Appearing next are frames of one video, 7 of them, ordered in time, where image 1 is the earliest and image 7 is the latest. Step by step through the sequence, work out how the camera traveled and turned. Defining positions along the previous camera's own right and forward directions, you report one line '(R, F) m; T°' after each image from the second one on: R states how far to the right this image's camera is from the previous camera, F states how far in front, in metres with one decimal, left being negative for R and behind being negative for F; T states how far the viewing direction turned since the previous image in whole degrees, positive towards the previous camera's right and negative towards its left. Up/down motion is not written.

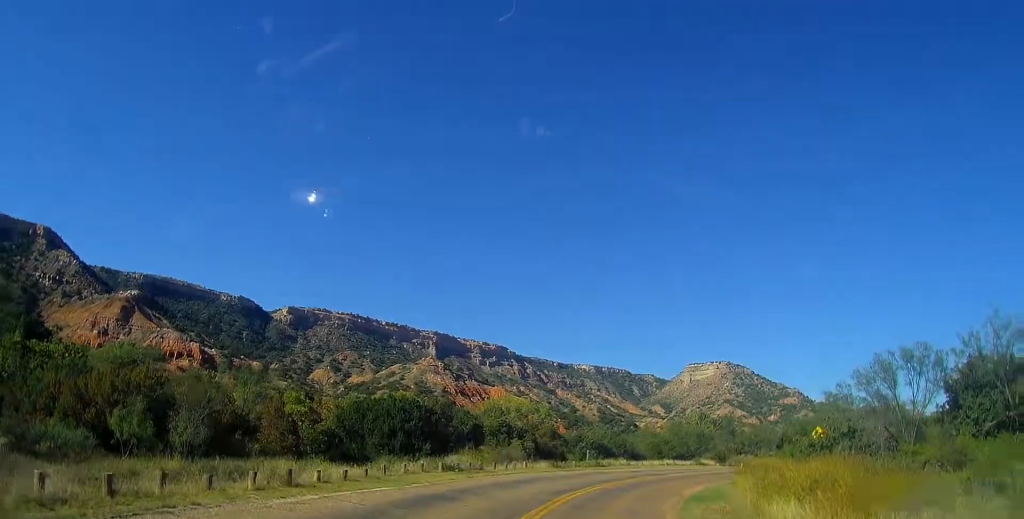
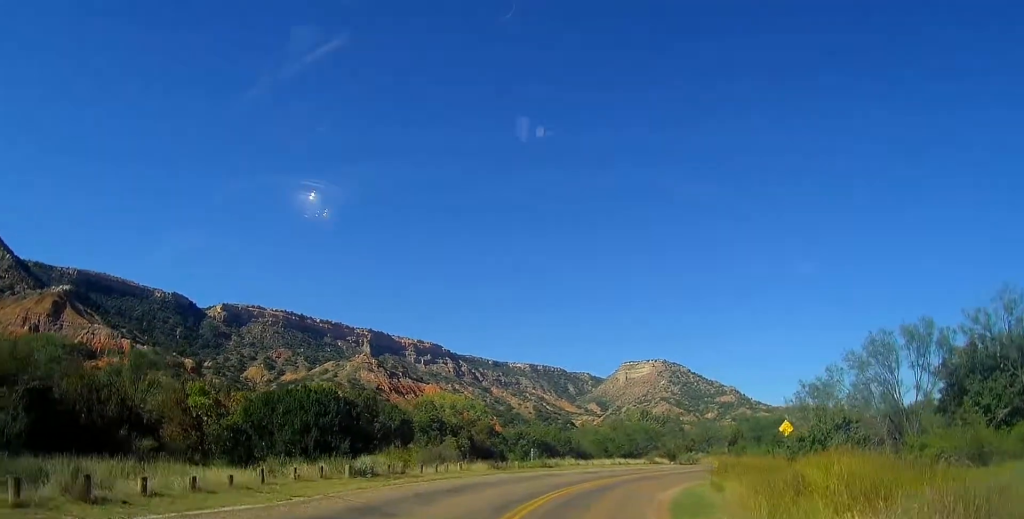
(+0.3, +5.6) m; +5°
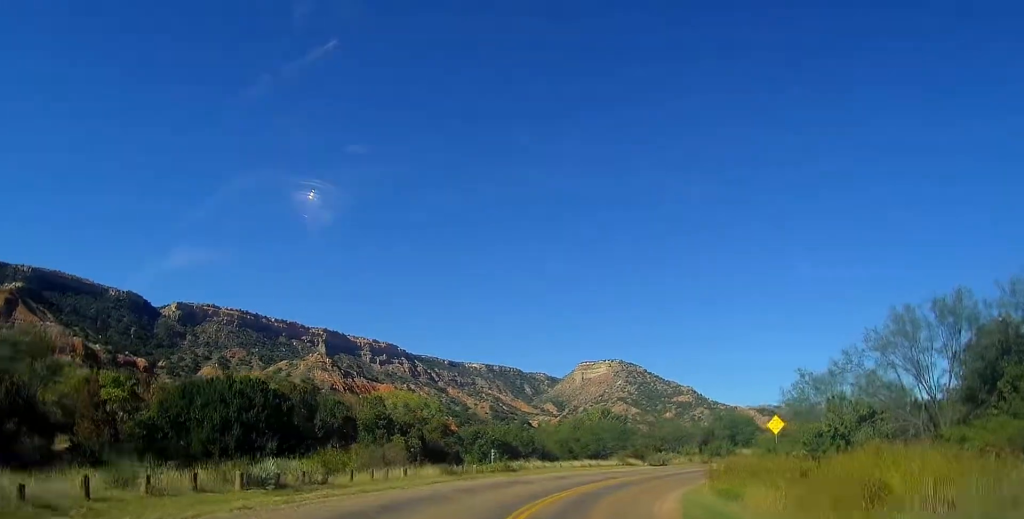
(+0.2, +5.4) m; +4°
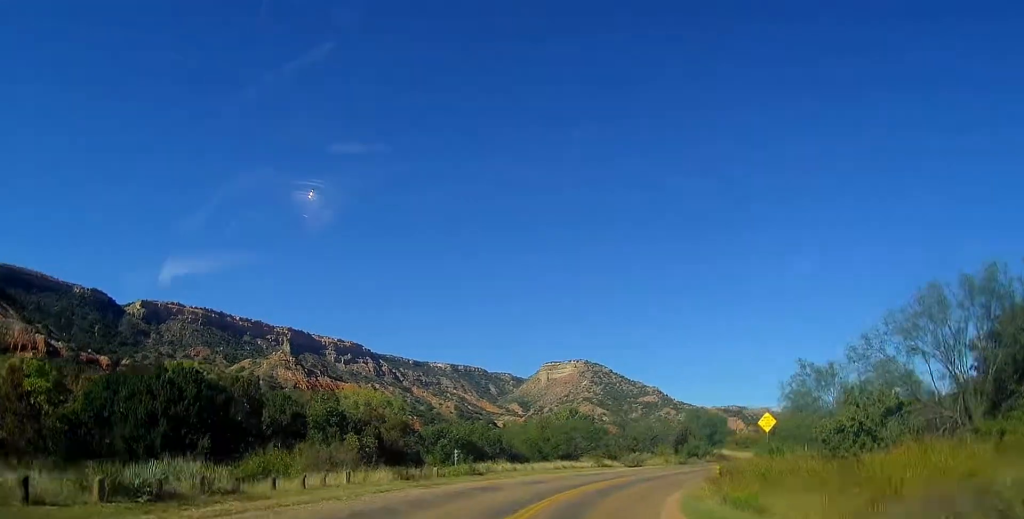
(0.0, +3.7) m; +3°
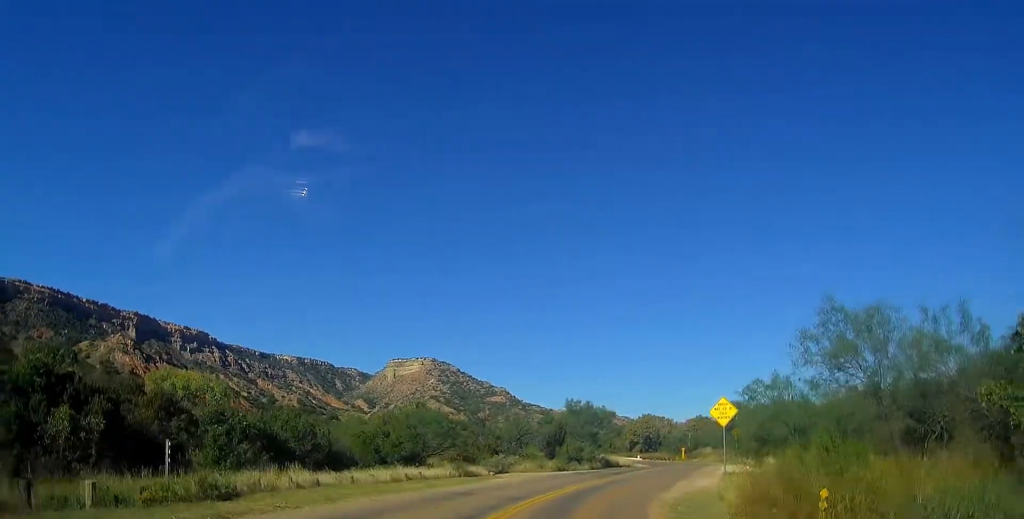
(+1.6, +14.5) m; +13°
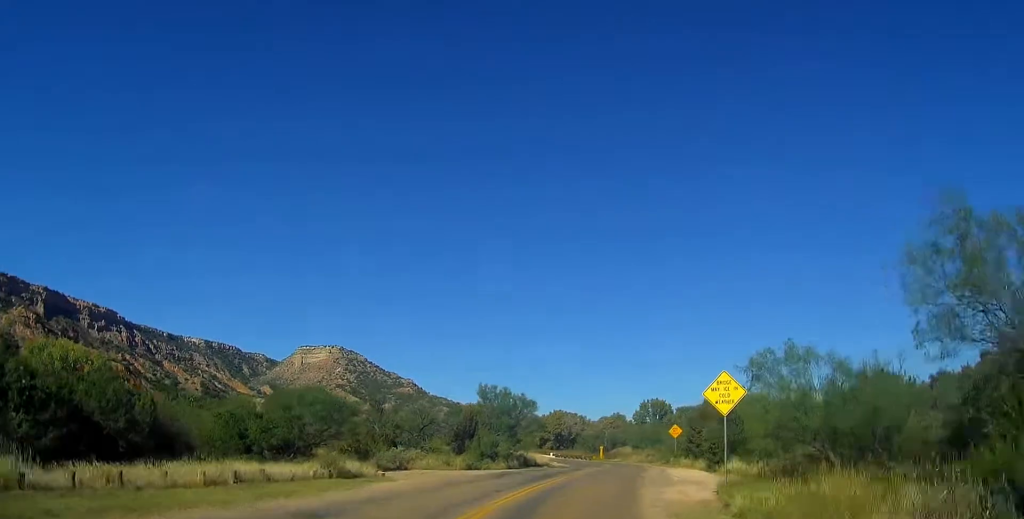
(+0.7, +9.2) m; +7°
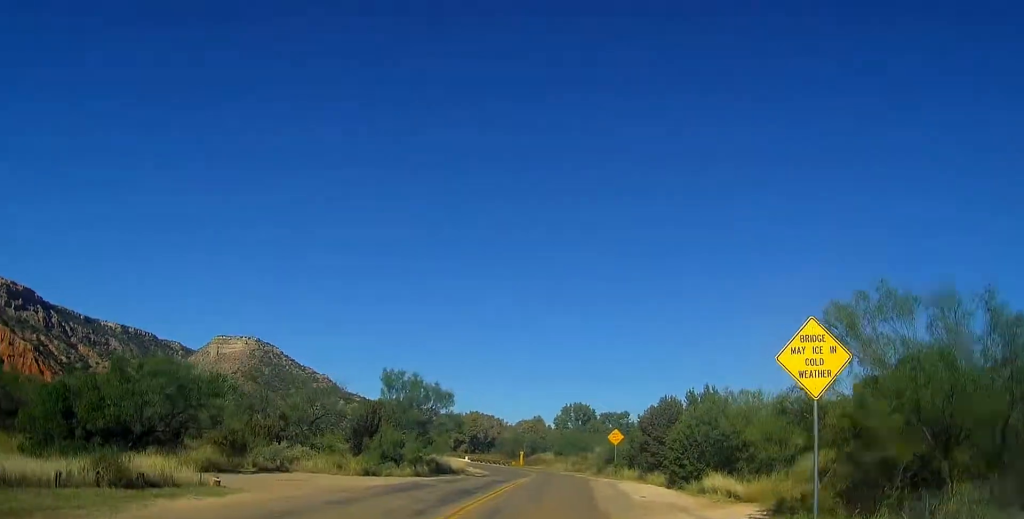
(+0.4, +9.0) m; +6°
